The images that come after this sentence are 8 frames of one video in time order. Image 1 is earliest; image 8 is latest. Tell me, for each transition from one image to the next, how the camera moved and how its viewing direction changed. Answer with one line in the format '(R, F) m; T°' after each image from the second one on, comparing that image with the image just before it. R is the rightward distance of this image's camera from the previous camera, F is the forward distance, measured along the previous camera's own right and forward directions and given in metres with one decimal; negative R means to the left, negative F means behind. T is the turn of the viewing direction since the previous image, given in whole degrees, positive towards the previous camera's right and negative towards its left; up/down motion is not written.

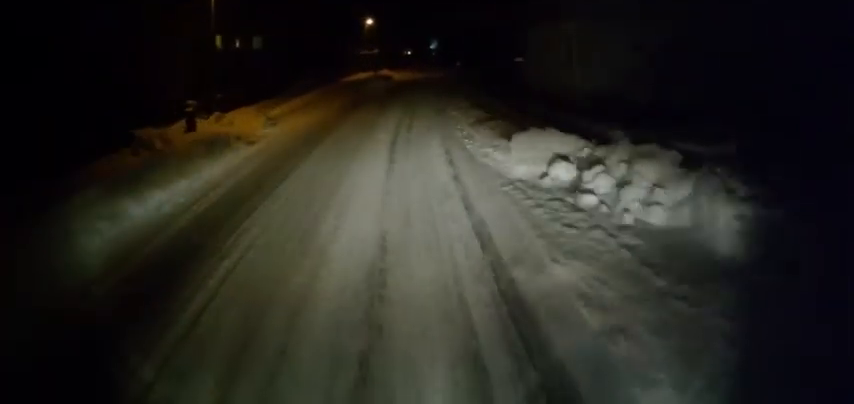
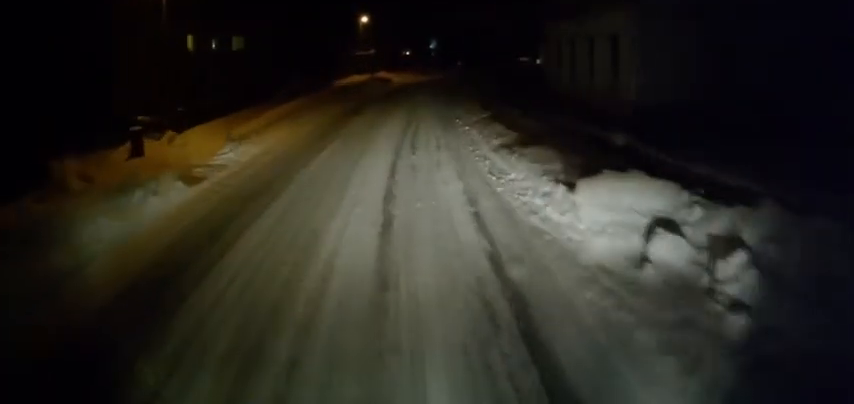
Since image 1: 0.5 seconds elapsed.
(0.0, +4.9) m; -1°
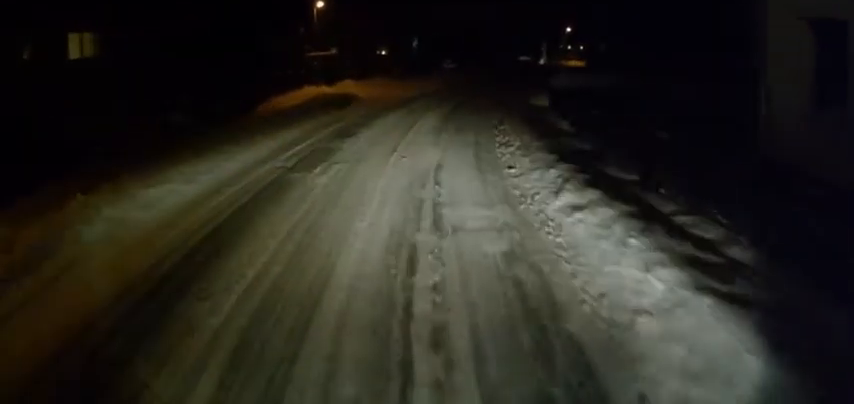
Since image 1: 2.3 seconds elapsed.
(-0.4, +18.2) m; 0°
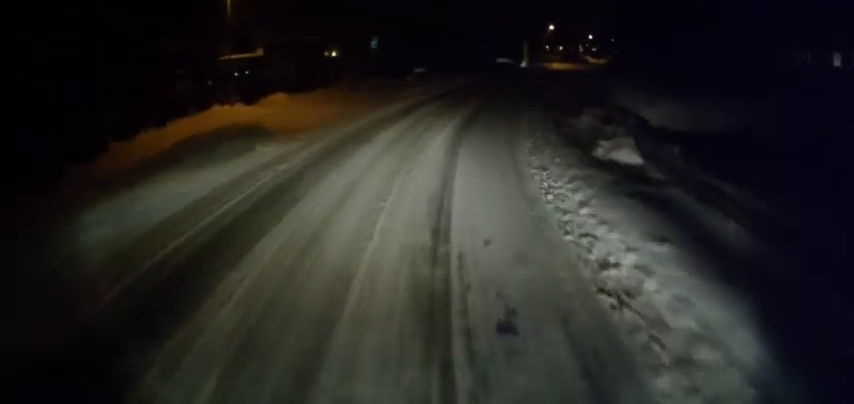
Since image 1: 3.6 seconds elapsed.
(+0.2, +13.0) m; +4°
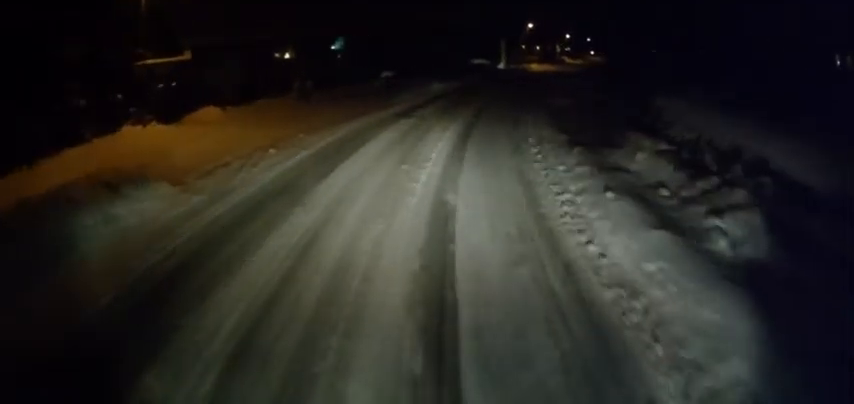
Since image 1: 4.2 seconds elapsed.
(+0.3, +6.0) m; +2°
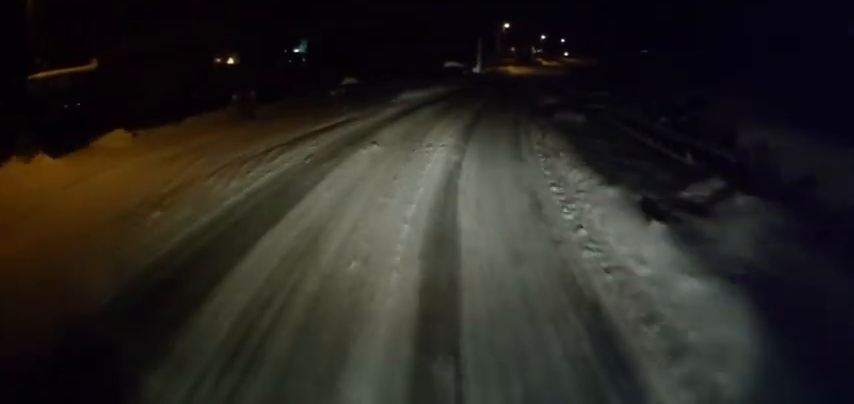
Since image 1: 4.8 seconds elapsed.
(+0.1, +5.5) m; +2°
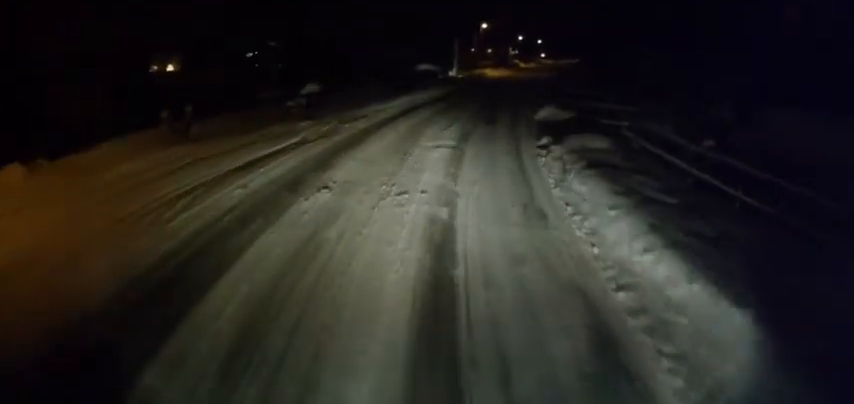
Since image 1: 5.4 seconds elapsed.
(-0.1, +4.6) m; +1°
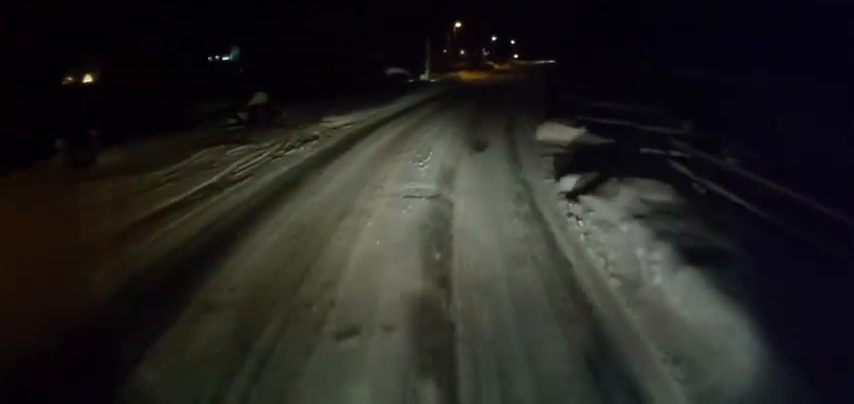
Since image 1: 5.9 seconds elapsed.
(+0.1, +4.7) m; +3°
